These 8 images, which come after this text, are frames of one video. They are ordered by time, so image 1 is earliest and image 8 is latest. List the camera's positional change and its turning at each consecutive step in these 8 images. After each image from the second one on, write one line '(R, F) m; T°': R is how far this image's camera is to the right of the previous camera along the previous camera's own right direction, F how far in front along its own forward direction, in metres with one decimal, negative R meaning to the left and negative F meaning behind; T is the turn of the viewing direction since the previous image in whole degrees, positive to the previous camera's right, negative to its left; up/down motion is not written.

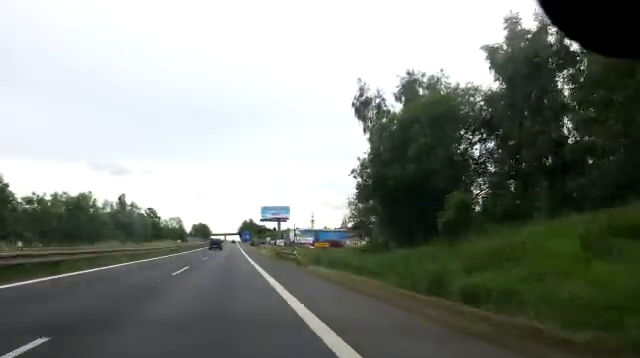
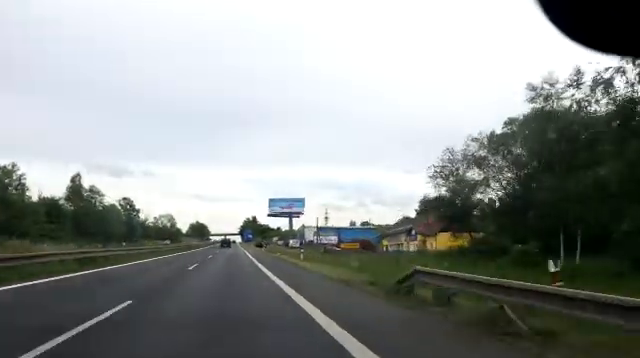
(-0.8, +32.7) m; -1°
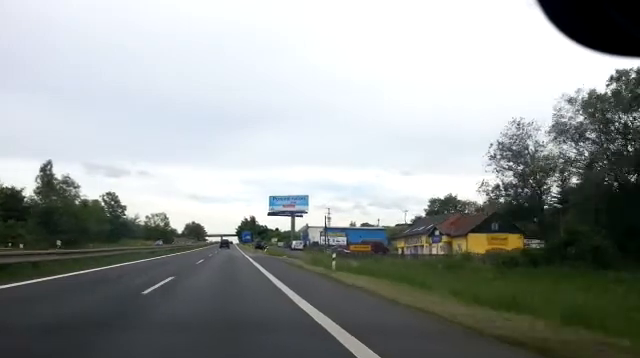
(+0.3, +11.1) m; +1°
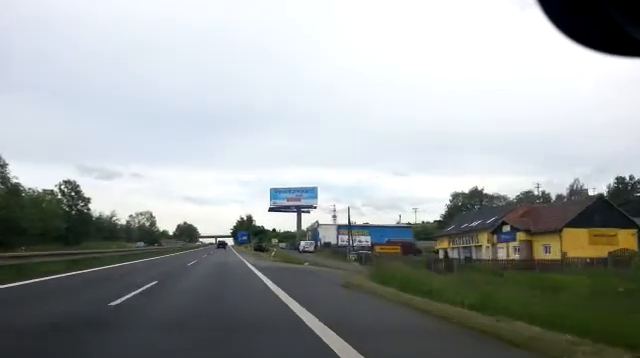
(+0.4, +20.4) m; +1°
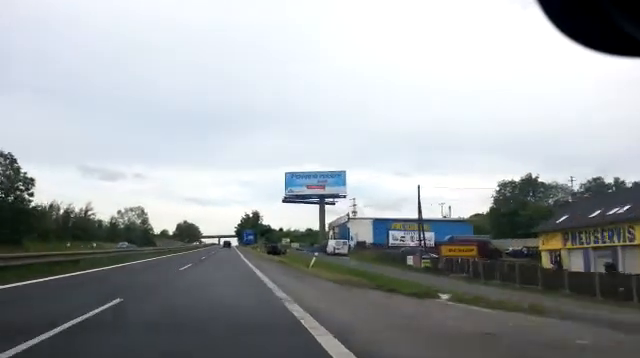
(0.0, +23.0) m; 0°
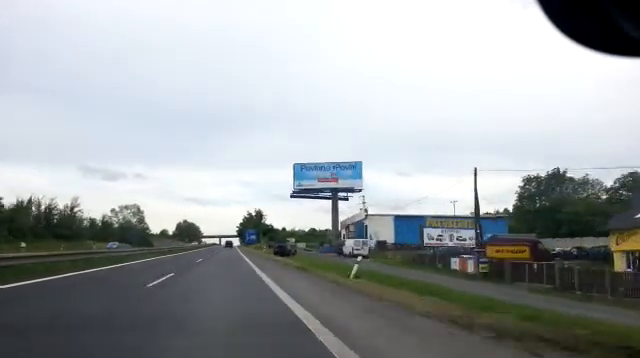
(0.0, +9.2) m; 0°
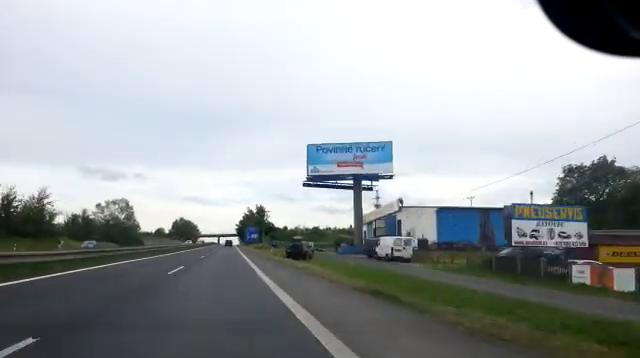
(-0.2, +13.8) m; -1°
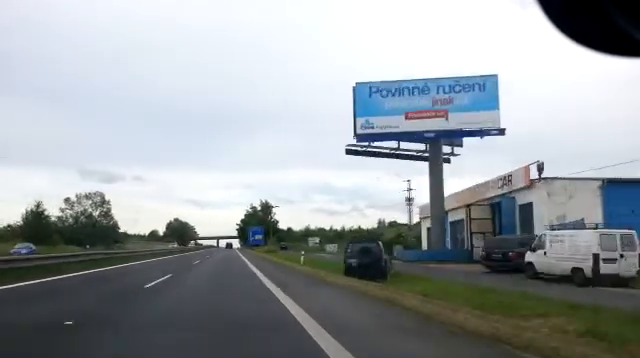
(-0.1, +23.1) m; 0°
